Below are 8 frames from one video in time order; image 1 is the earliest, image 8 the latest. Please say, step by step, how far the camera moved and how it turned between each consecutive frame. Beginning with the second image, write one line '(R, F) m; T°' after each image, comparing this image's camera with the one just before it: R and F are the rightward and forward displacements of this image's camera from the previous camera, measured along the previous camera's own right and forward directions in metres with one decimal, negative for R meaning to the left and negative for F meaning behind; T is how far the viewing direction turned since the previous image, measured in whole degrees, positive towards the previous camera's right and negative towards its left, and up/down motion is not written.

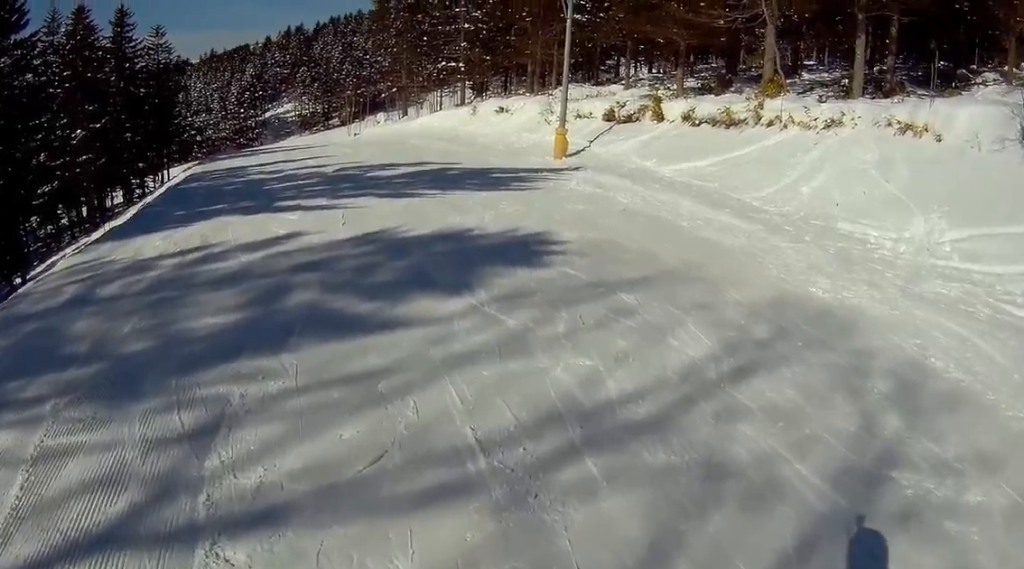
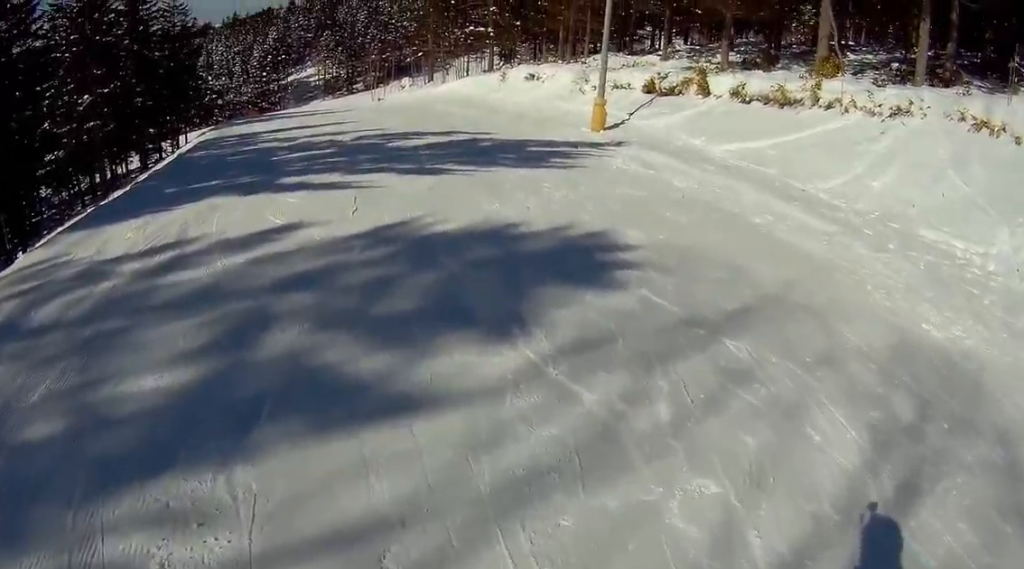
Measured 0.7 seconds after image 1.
(0.0, +2.2) m; 0°
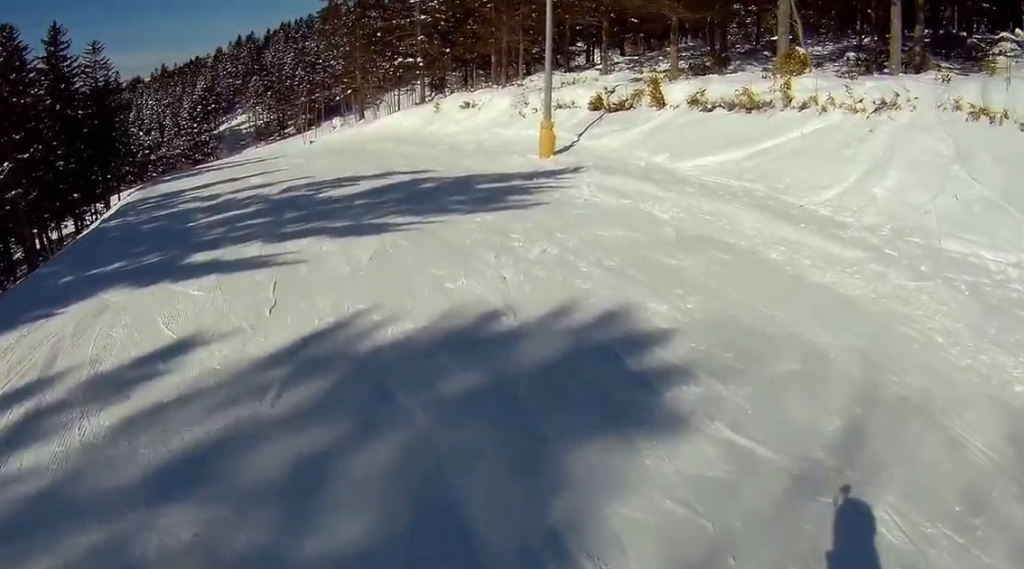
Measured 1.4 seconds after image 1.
(0.0, +2.6) m; +1°
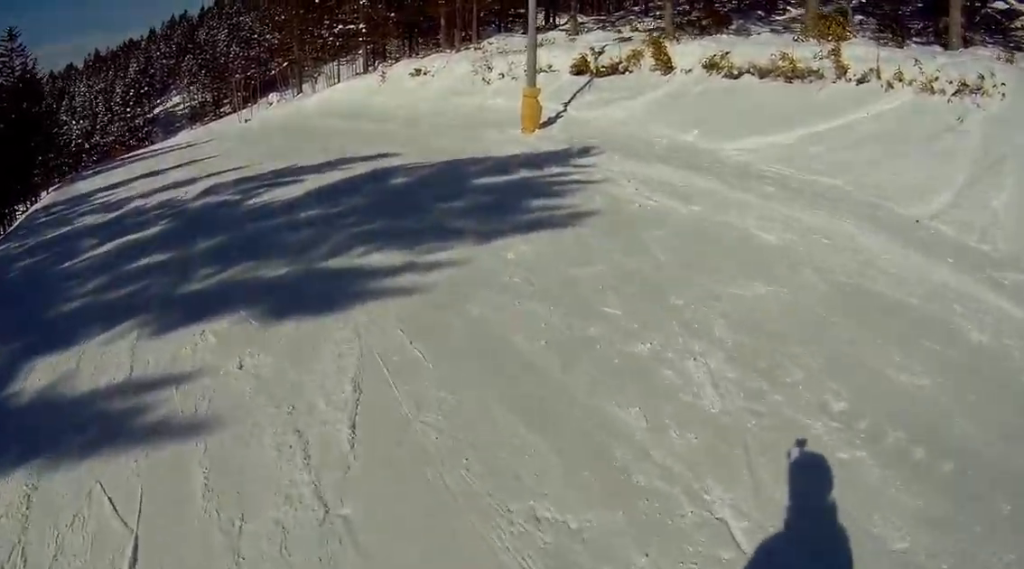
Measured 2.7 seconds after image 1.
(+0.2, +5.2) m; +11°
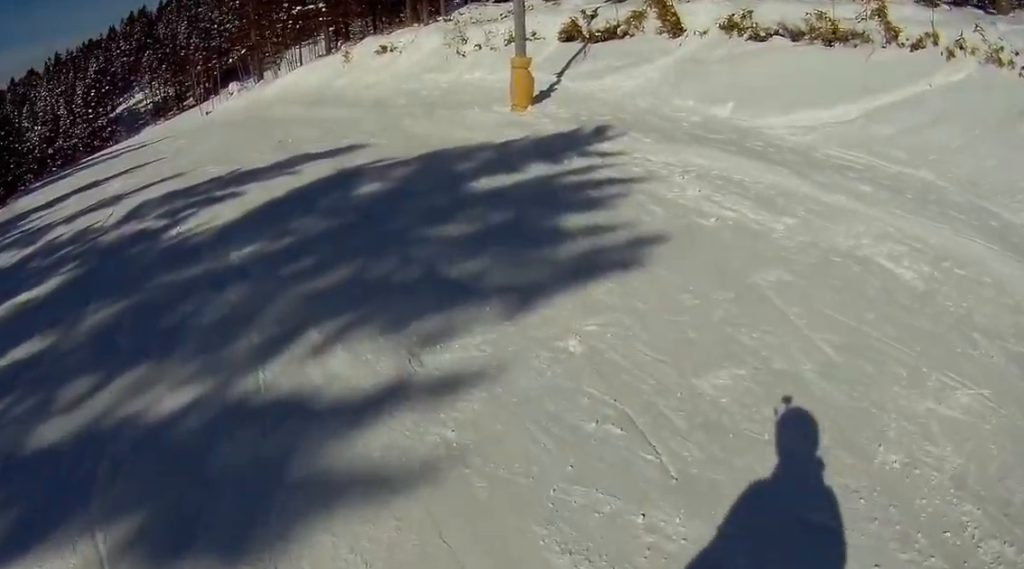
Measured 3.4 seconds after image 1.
(+0.3, +3.4) m; +4°
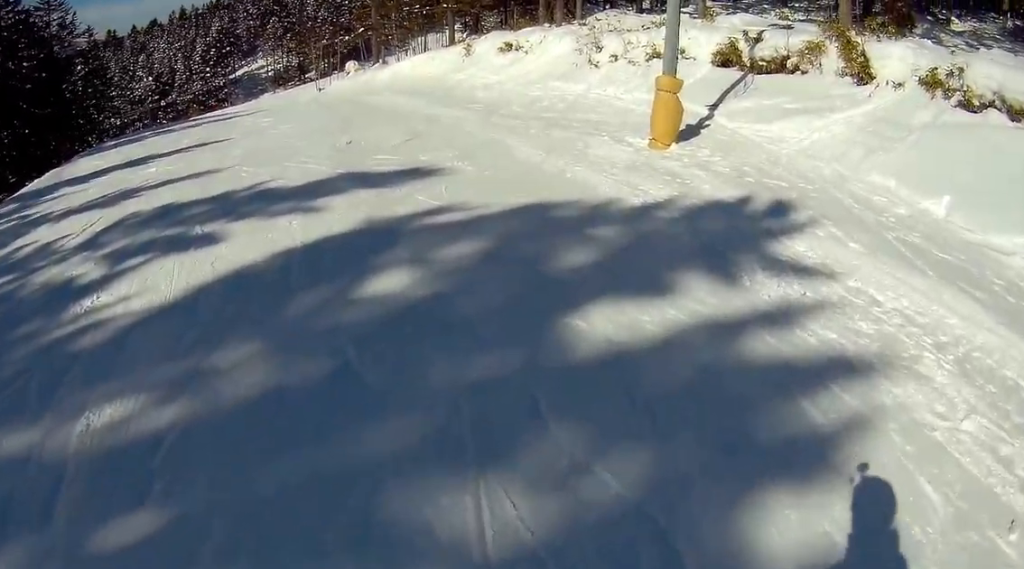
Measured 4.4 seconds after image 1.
(+0.2, +4.5) m; -5°
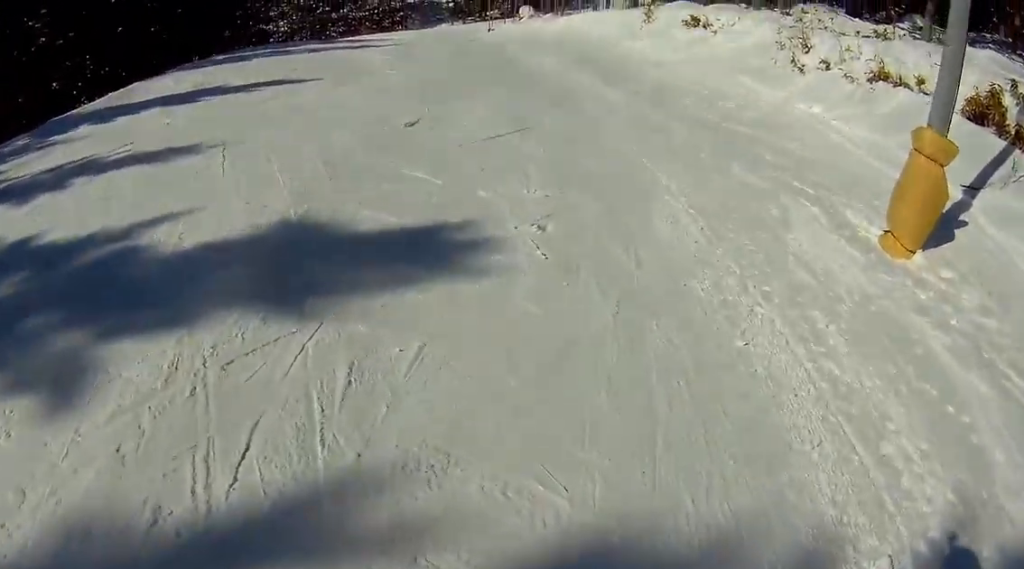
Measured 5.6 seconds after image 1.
(-0.8, +5.7) m; -21°
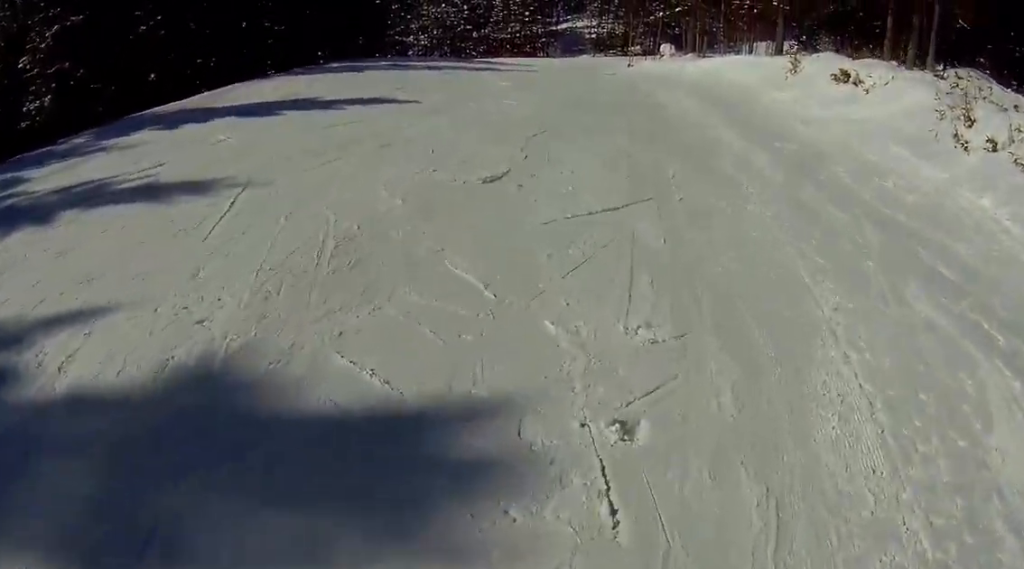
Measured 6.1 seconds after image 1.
(+0.2, +2.5) m; -12°
